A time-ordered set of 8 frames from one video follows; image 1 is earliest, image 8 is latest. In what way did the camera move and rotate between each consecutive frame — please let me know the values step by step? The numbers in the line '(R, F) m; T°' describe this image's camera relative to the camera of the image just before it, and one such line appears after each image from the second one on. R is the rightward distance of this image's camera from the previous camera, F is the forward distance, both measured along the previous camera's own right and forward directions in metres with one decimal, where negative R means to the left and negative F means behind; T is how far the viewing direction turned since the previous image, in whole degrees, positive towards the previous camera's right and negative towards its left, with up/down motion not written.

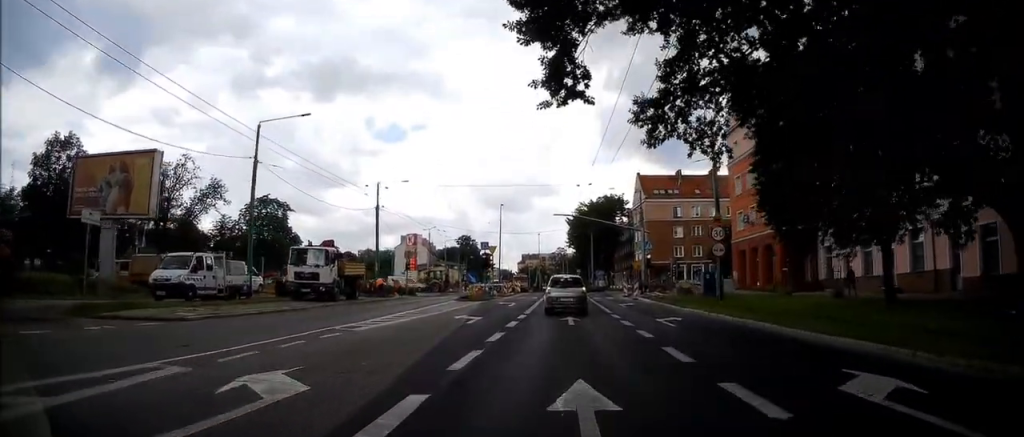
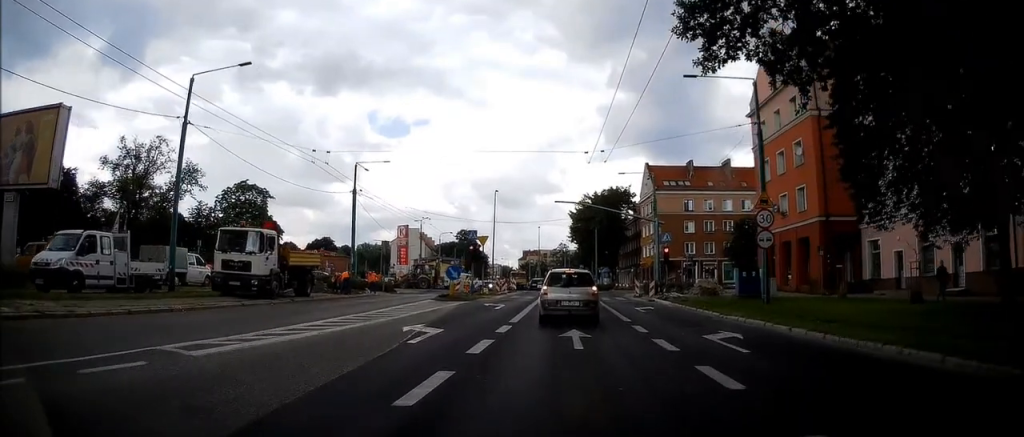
(-0.1, +6.5) m; -2°
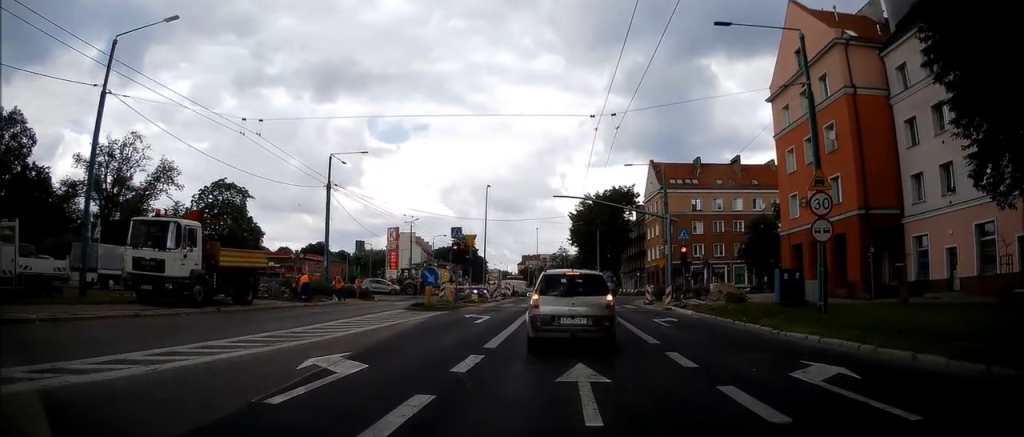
(-0.1, +5.5) m; -1°
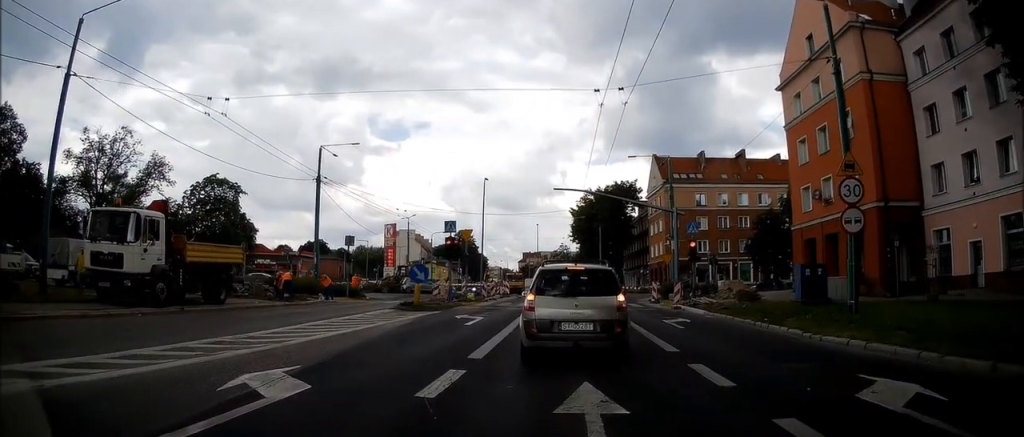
(0.0, +2.4) m; -1°
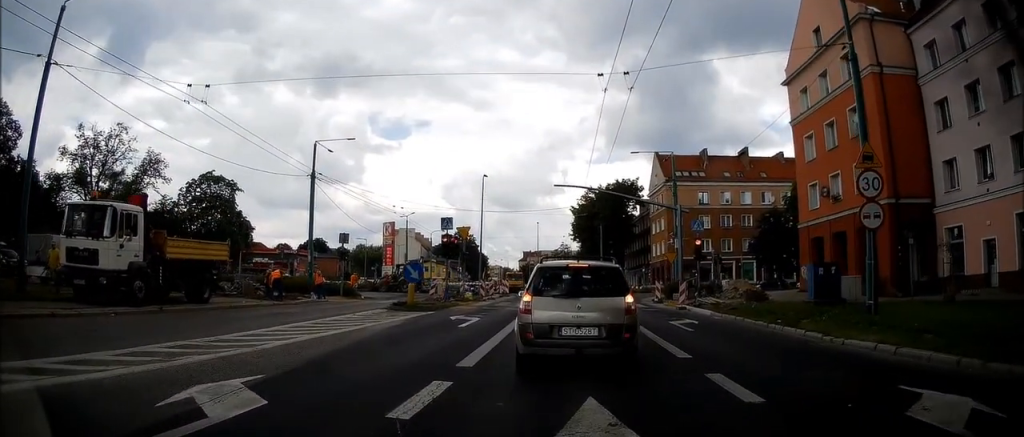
(0.0, +1.2) m; -2°
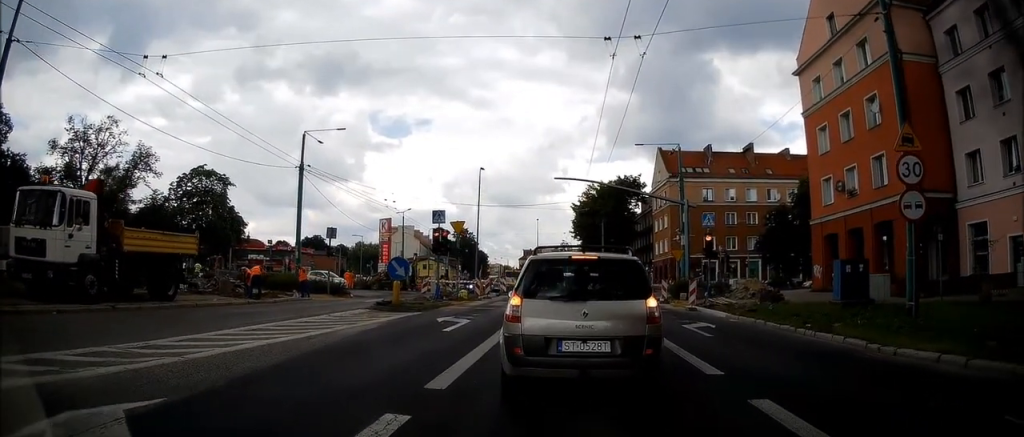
(-0.1, +2.3) m; -3°
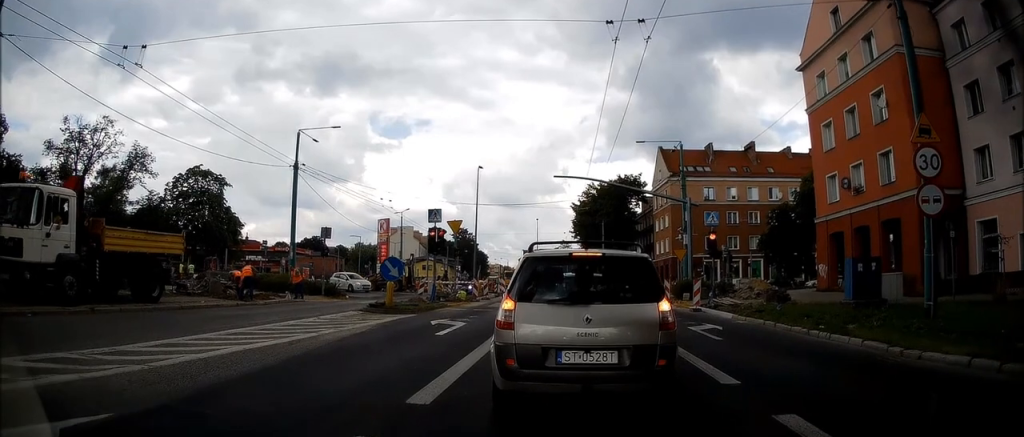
(-0.1, +1.0) m; 0°
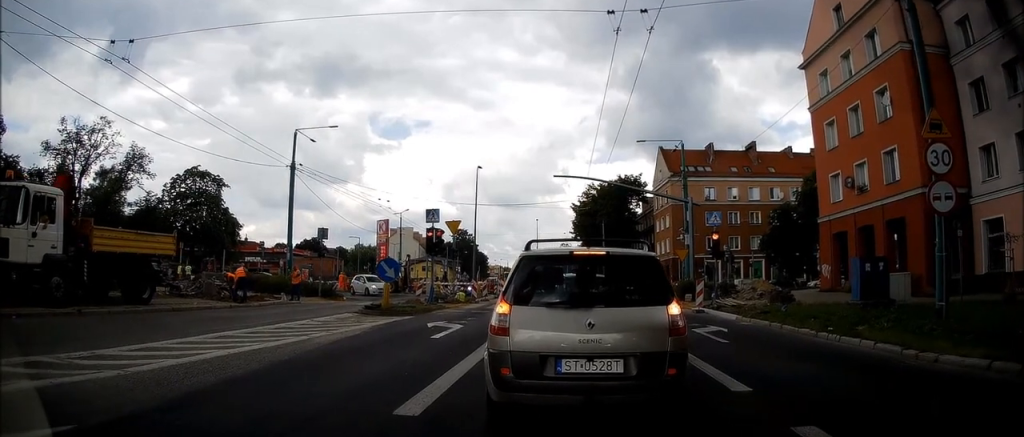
(-0.1, +0.7) m; 0°
